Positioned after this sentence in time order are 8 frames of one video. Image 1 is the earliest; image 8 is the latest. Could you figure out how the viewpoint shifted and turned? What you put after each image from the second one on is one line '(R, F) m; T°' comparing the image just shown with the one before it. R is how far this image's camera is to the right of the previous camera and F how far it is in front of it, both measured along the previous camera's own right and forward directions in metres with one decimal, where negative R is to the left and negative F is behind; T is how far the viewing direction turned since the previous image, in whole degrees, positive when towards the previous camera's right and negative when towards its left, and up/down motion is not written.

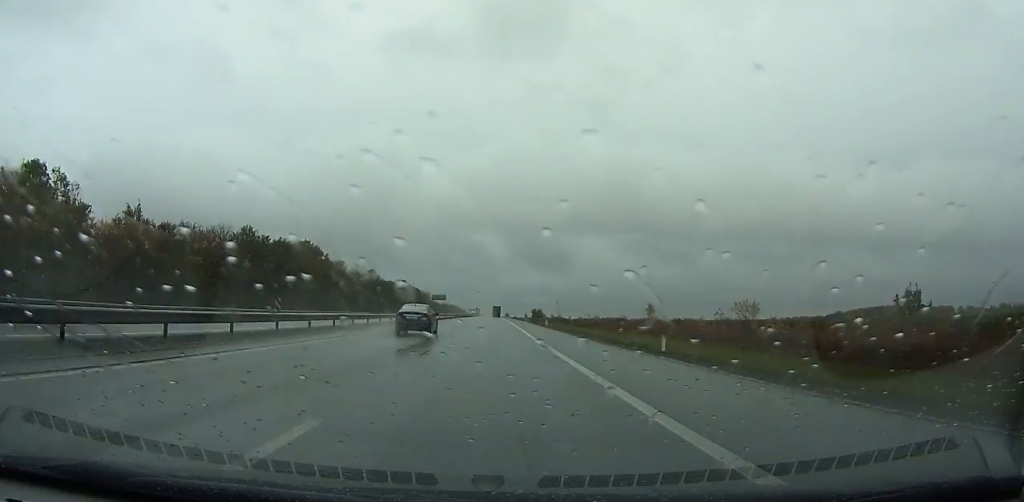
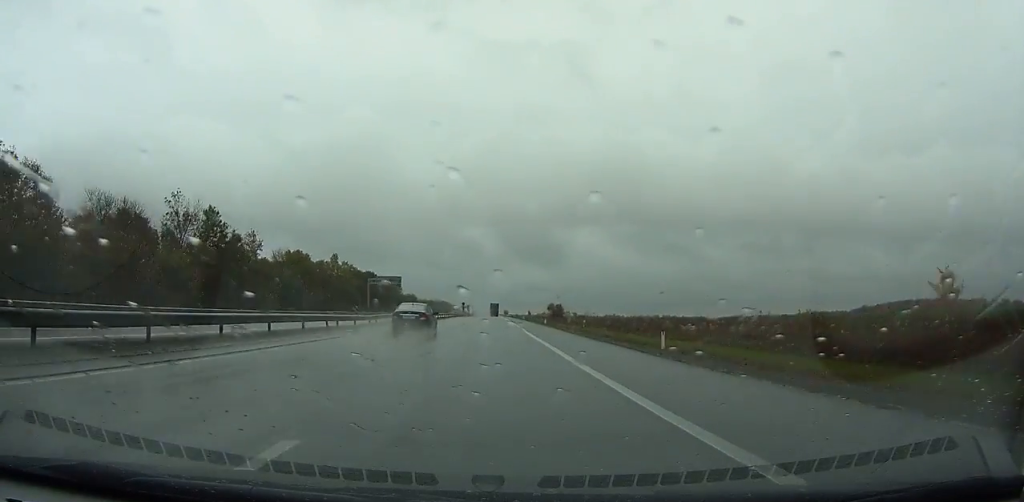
(+0.1, +95.4) m; 0°
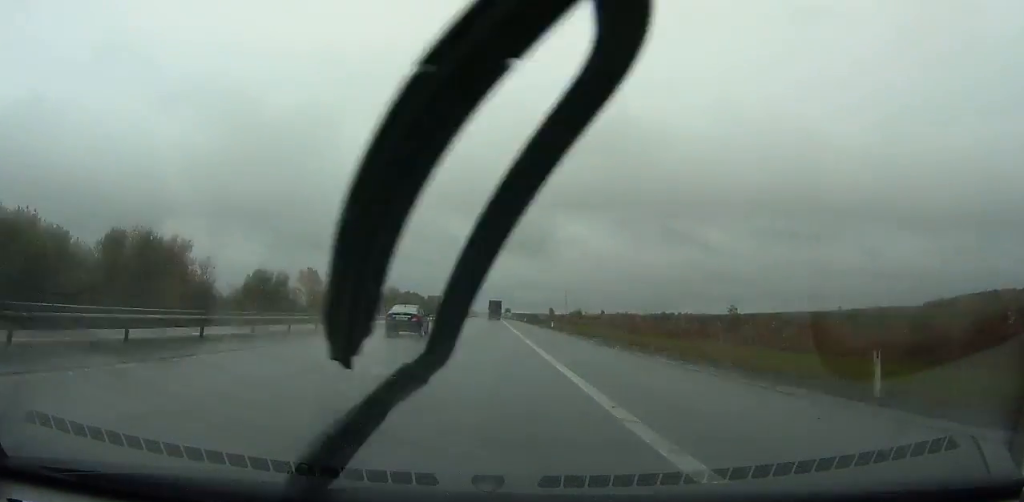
(-0.1, +208.9) m; 0°
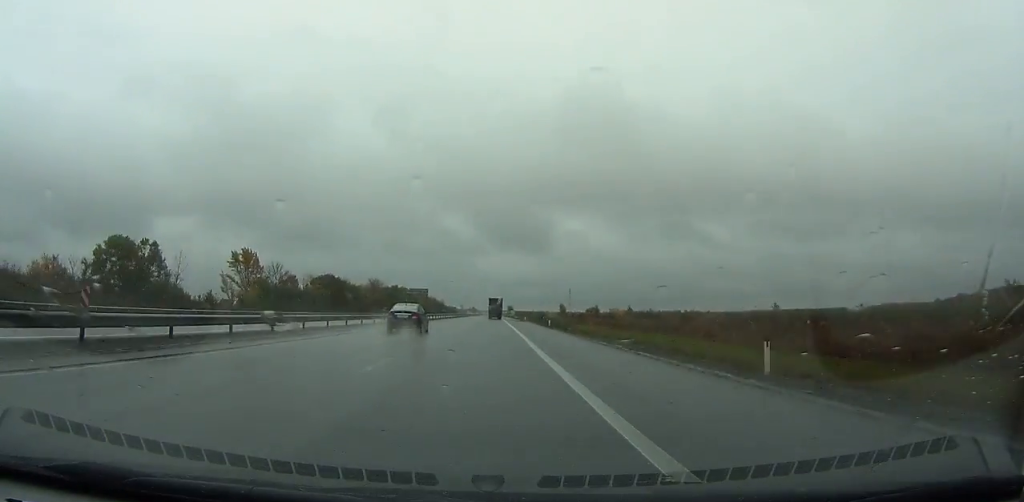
(+0.1, +44.7) m; 0°
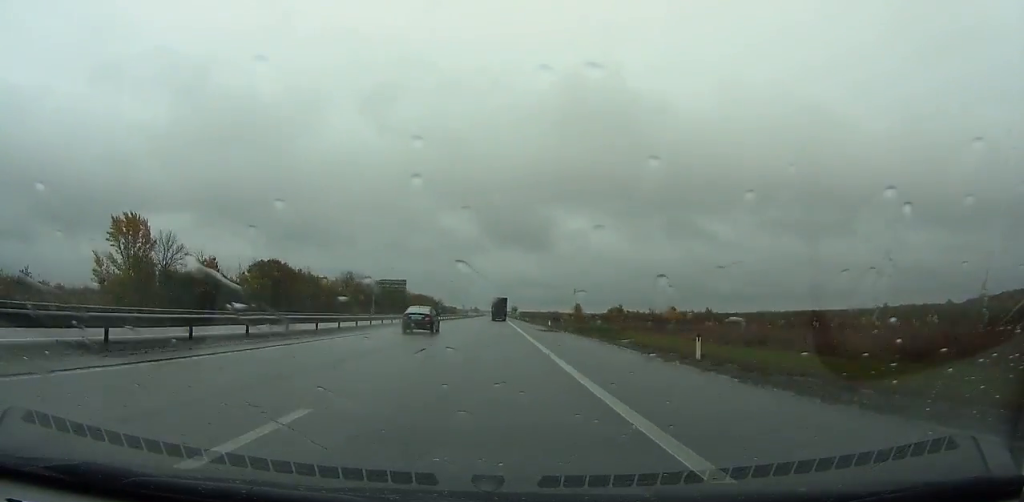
(0.0, +45.0) m; 0°
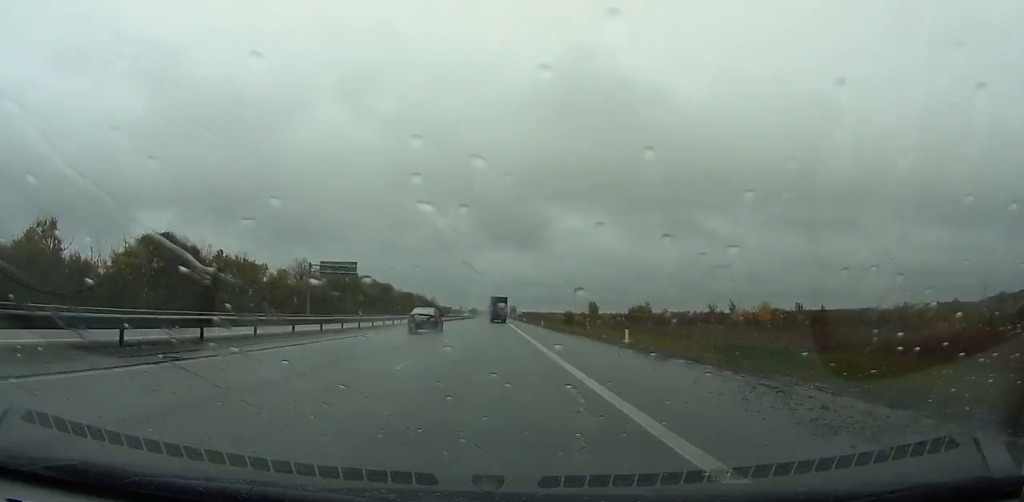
(+0.1, +39.6) m; 0°
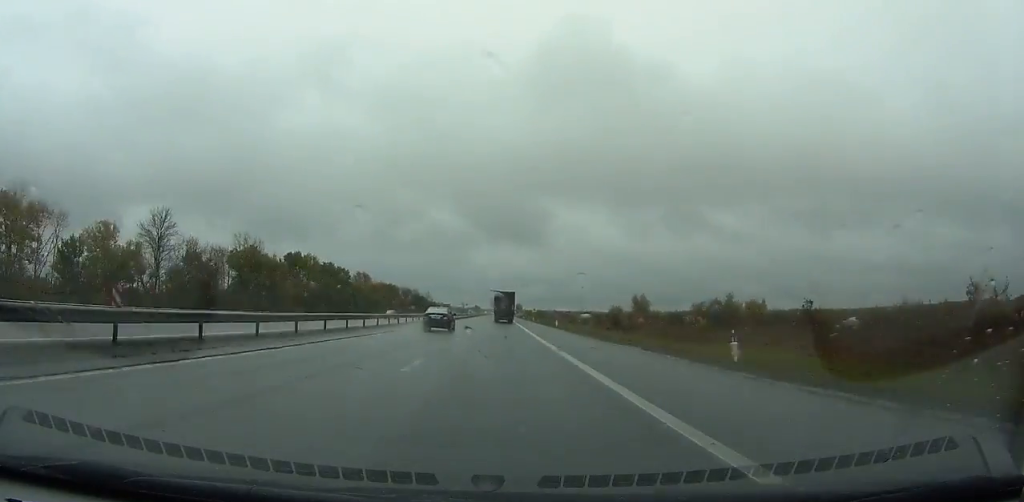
(-0.3, +60.1) m; 0°
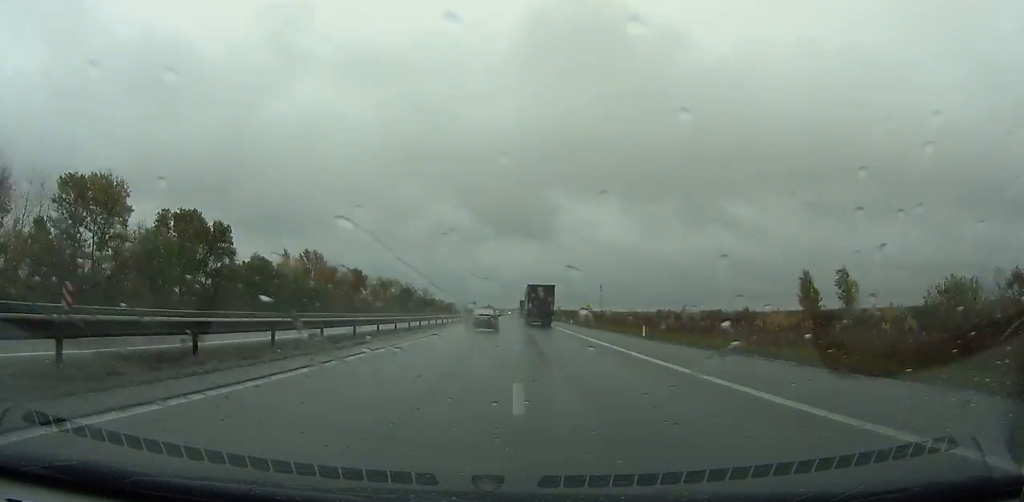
(-0.4, +75.5) m; 0°
